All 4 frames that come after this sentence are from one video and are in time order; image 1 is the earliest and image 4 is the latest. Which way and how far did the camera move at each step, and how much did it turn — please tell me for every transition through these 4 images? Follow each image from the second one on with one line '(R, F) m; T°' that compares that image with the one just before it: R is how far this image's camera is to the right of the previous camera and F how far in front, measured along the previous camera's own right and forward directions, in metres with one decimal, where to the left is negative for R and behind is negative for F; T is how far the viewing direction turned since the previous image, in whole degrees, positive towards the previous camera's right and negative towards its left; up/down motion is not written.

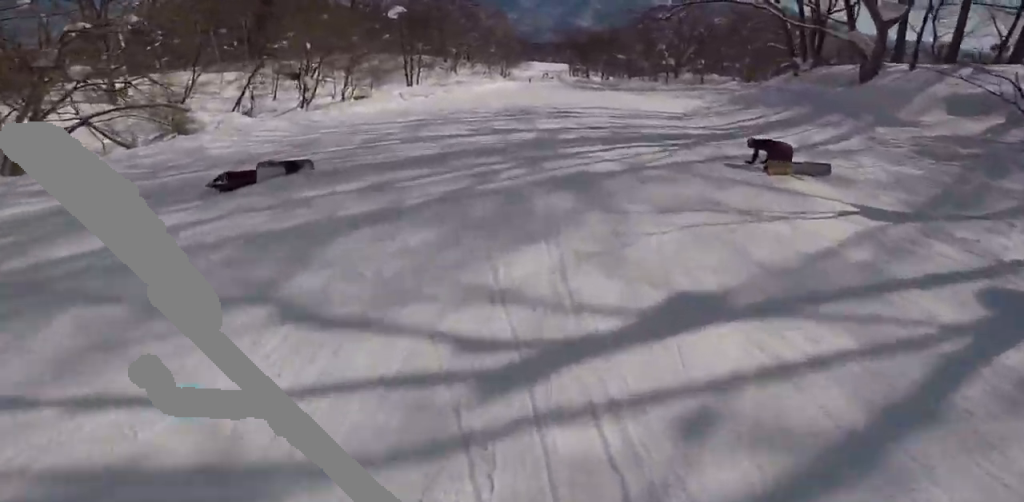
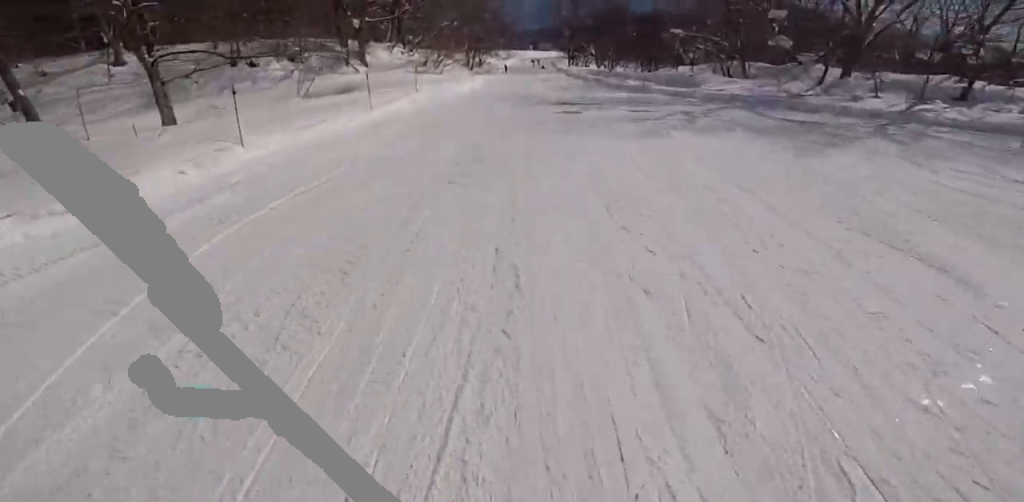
(+2.6, +37.0) m; -1°
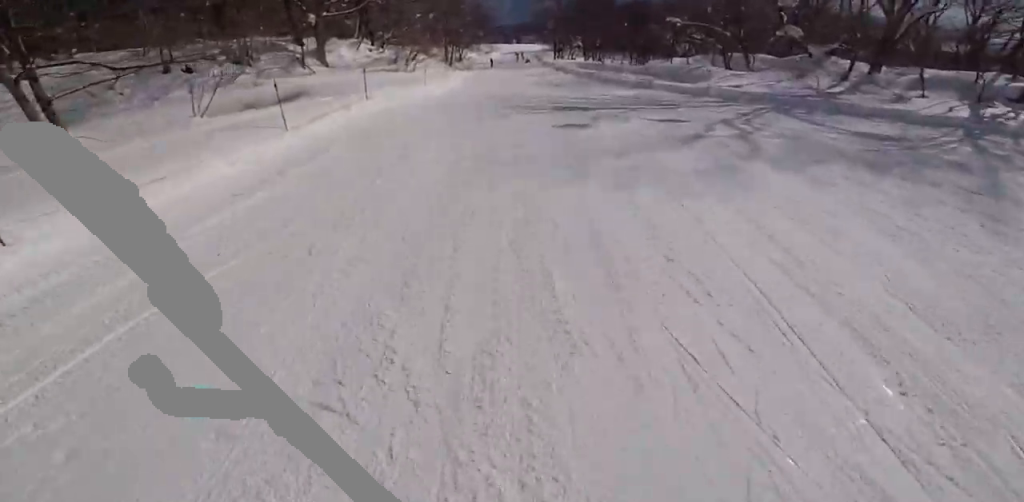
(0.0, +4.0) m; +1°
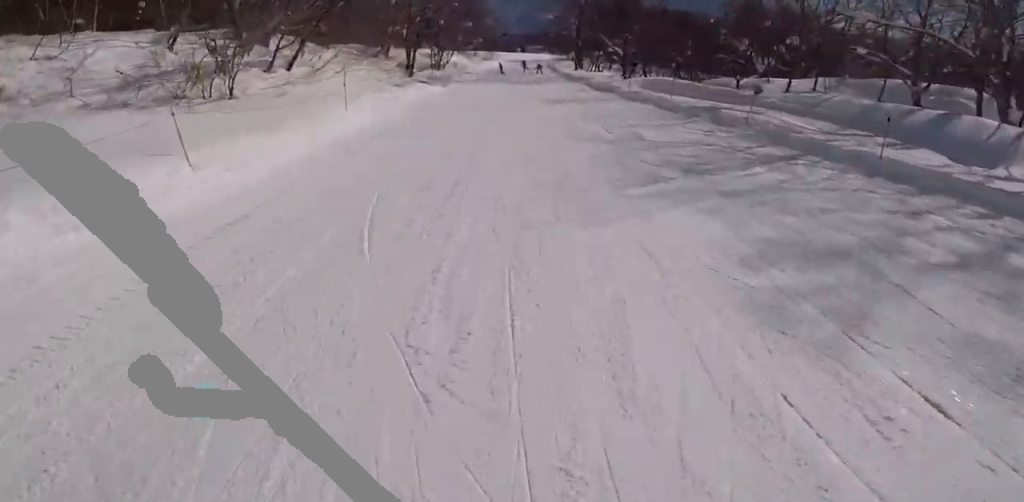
(+2.0, +23.1) m; +6°
